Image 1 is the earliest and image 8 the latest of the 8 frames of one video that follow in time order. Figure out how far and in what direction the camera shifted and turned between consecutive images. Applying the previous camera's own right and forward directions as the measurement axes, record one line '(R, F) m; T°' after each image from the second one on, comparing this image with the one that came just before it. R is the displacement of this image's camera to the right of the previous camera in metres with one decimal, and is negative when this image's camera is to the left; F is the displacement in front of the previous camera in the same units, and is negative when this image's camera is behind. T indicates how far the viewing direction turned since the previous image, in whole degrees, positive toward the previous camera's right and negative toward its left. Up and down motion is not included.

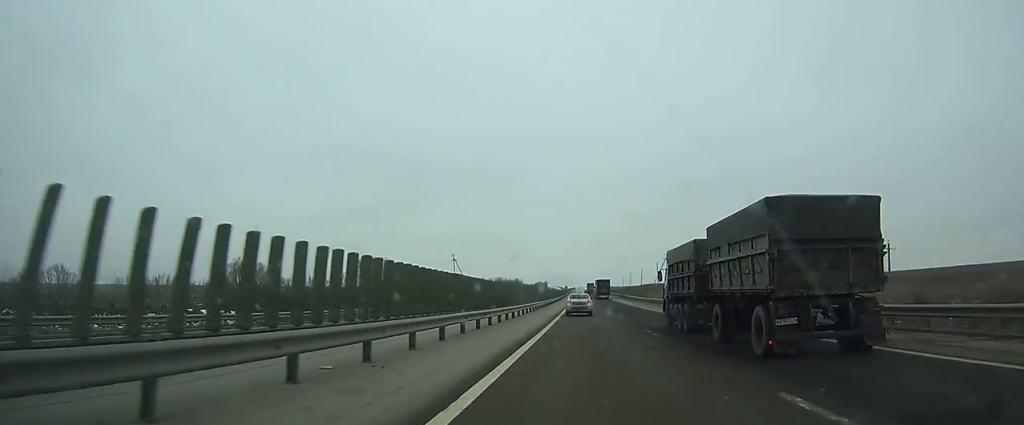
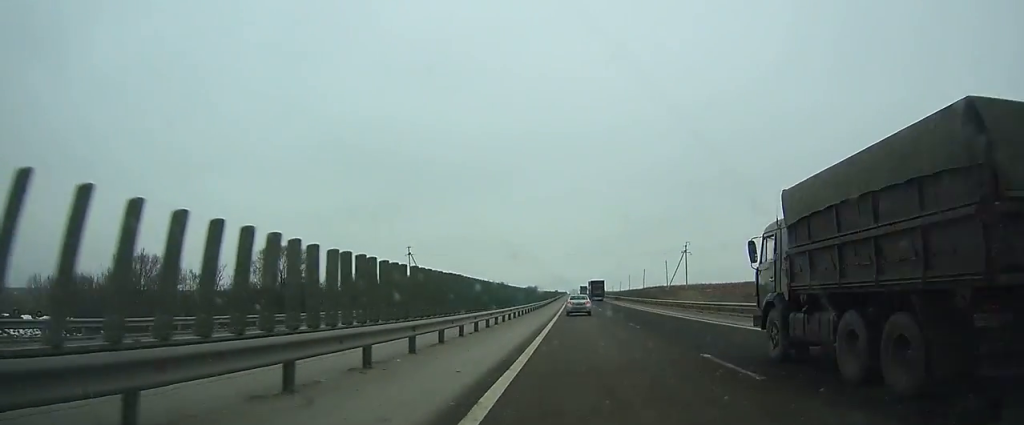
(+0.1, +42.8) m; 0°
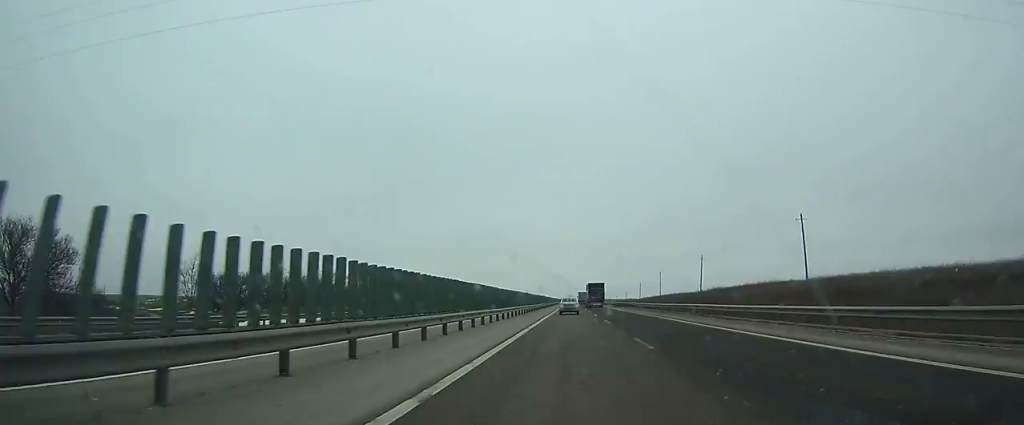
(+0.3, +121.4) m; 0°
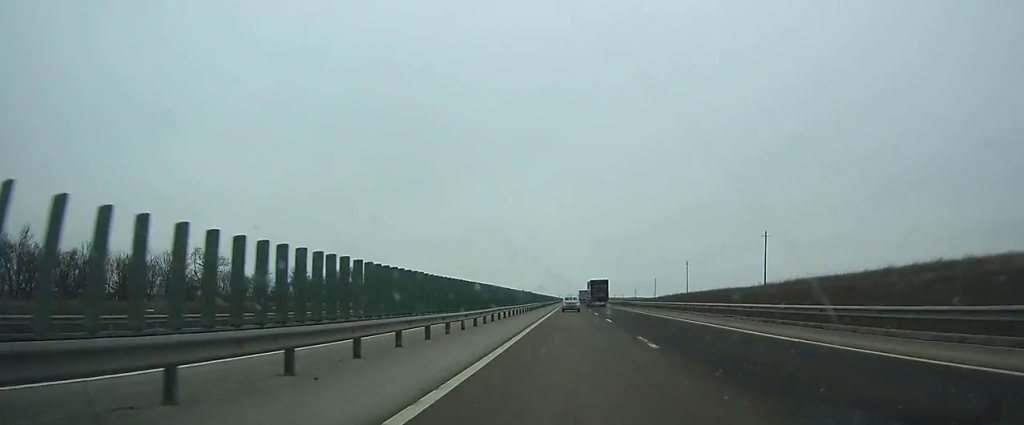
(-0.2, +47.4) m; 0°
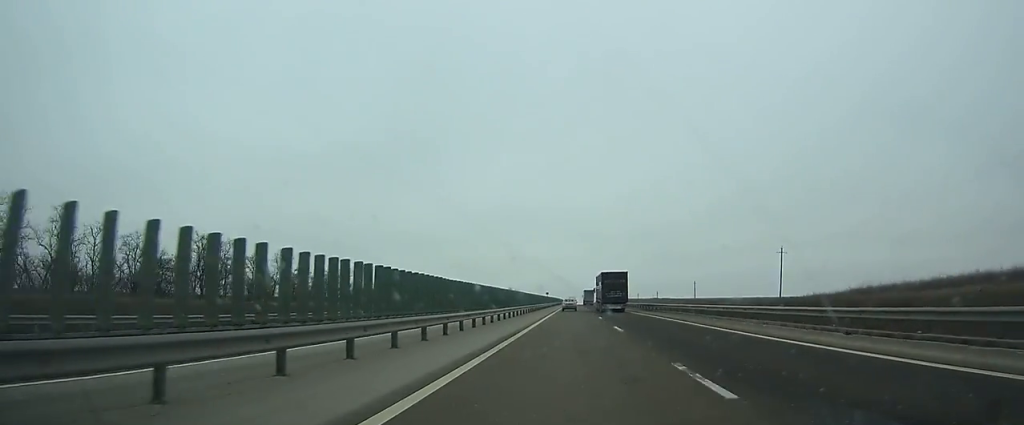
(0.0, +134.6) m; 0°
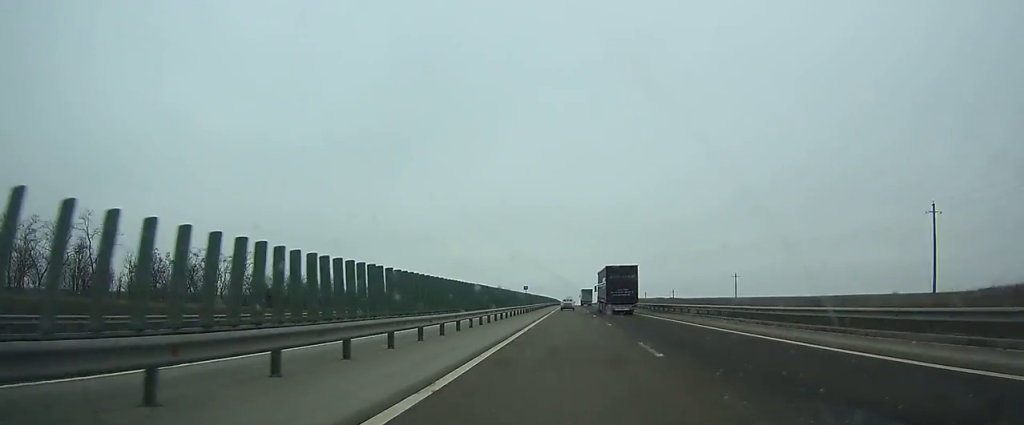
(0.0, +42.5) m; 0°
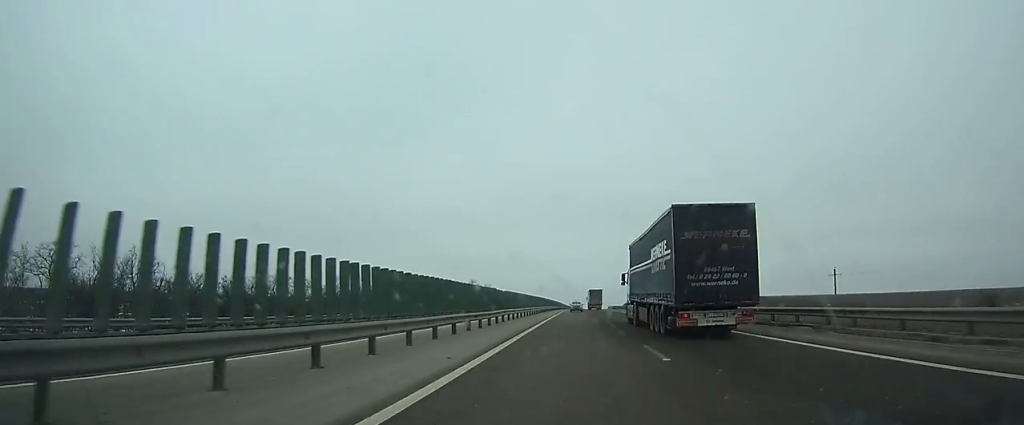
(-0.3, +112.8) m; 0°
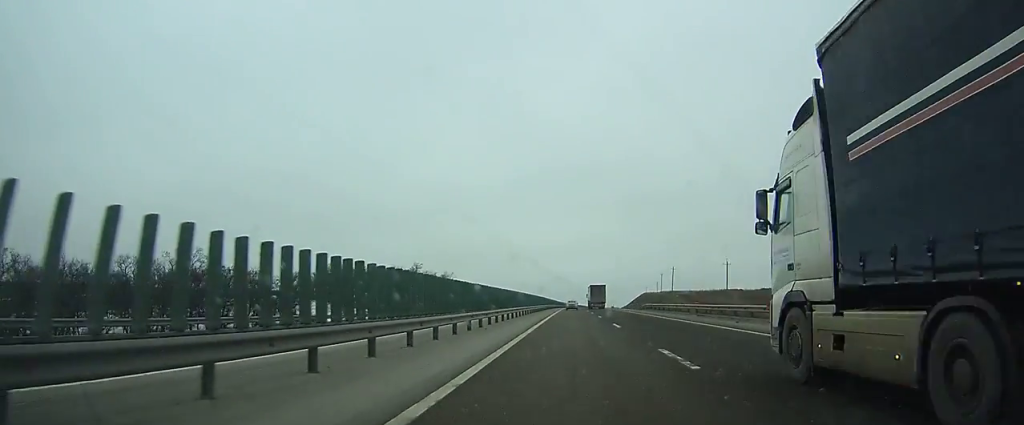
(+0.1, +81.3) m; 0°
